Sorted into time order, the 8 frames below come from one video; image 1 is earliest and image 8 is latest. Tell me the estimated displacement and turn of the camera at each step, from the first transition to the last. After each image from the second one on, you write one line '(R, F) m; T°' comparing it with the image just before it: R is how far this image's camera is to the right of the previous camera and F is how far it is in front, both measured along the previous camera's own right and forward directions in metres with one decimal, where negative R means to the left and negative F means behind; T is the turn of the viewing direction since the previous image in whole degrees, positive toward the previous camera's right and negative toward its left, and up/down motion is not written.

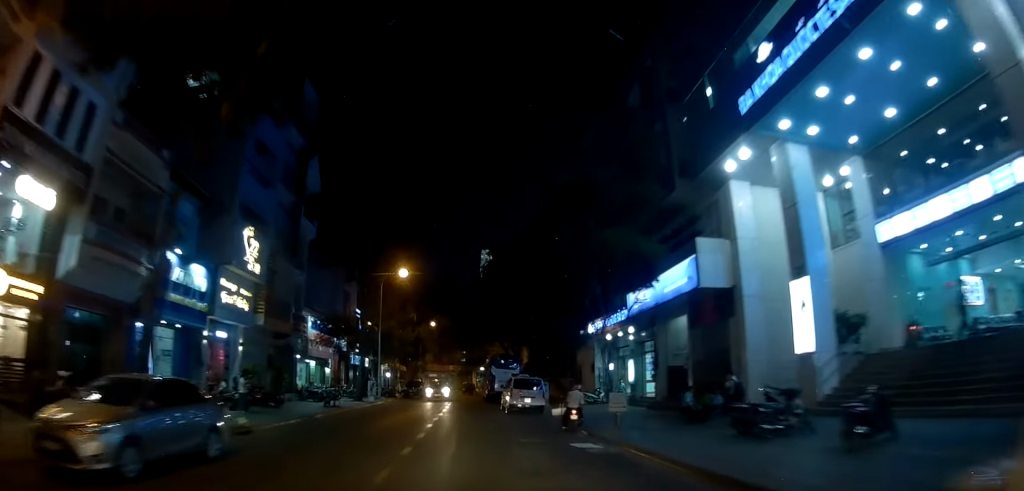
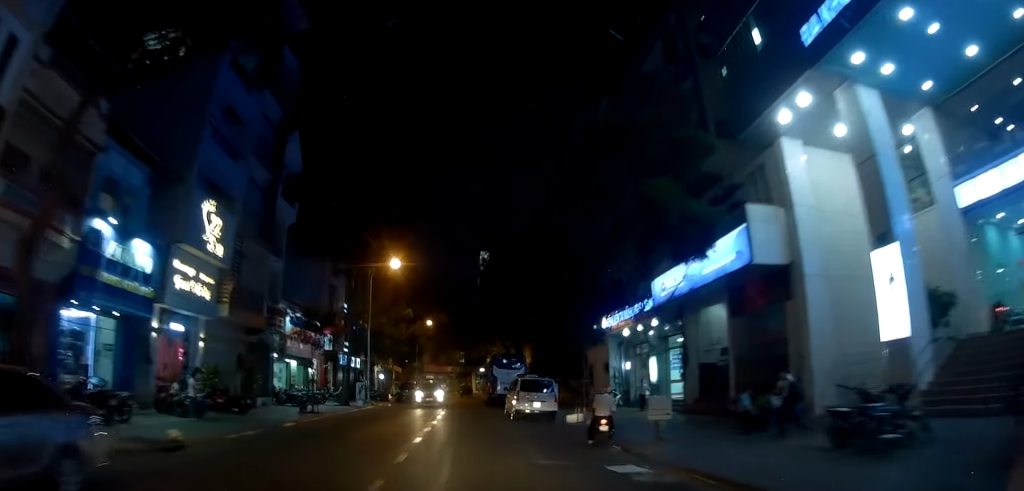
(-0.1, +4.0) m; 0°
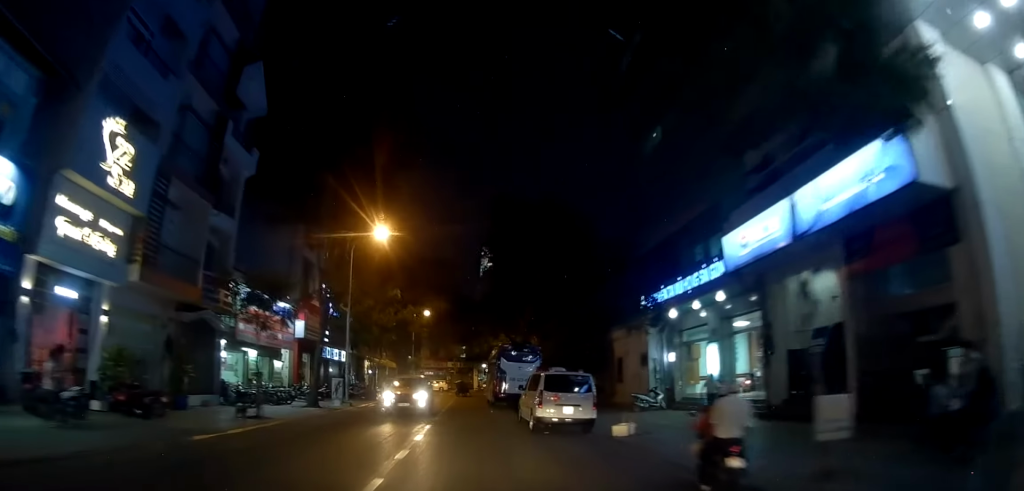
(-0.3, +6.3) m; +1°
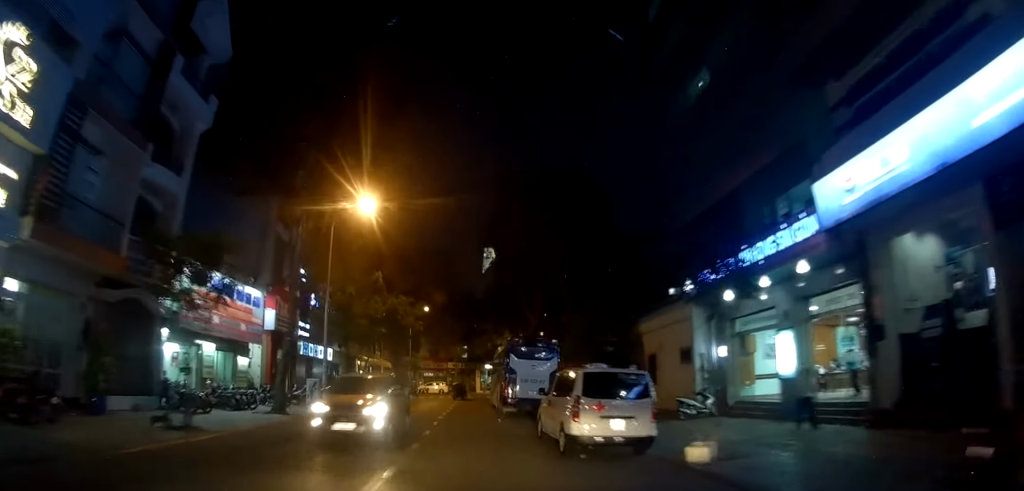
(+0.4, +4.7) m; +3°
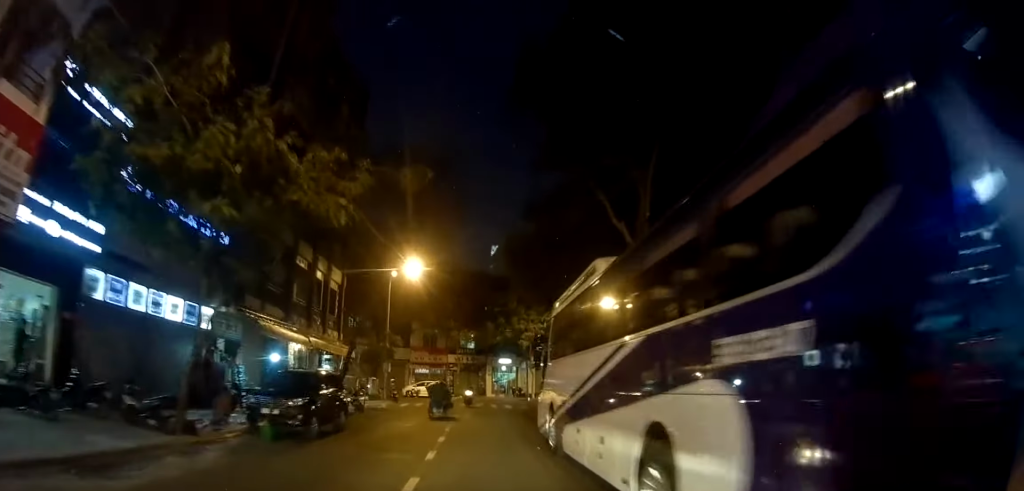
(-0.2, +19.5) m; 0°
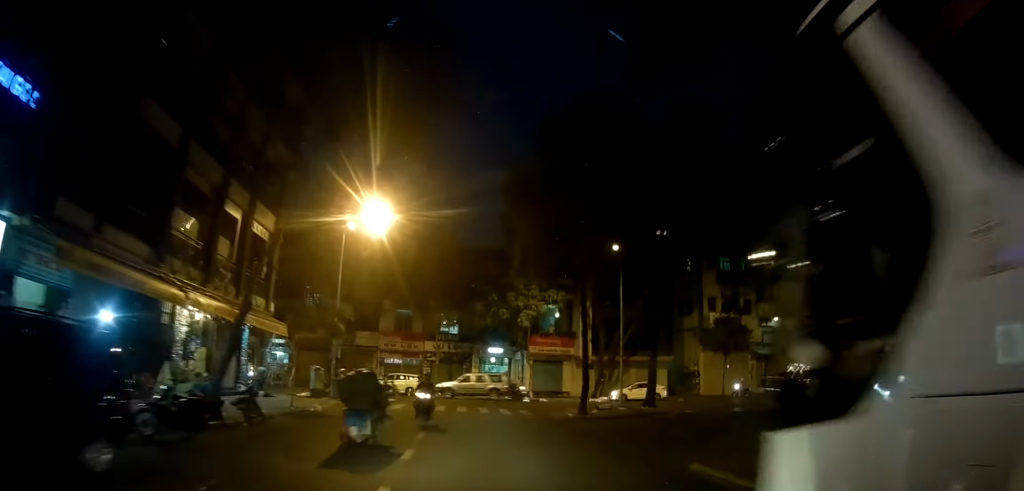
(-0.2, +9.5) m; +1°
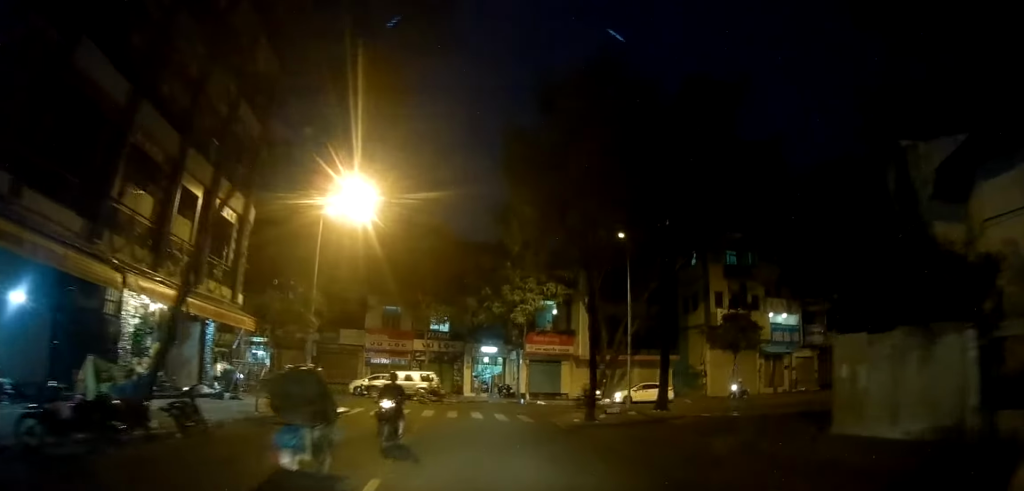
(+0.2, +2.5) m; +5°
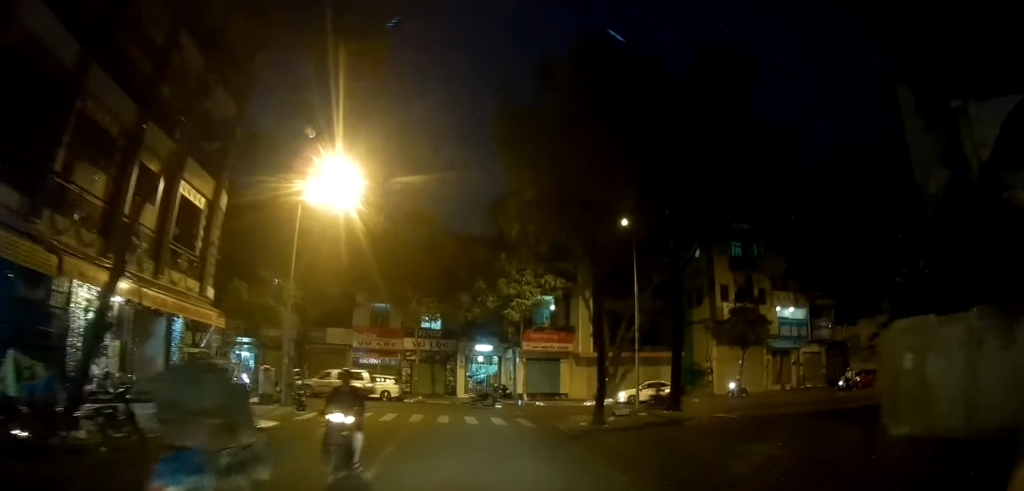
(+0.2, +2.0) m; +6°
